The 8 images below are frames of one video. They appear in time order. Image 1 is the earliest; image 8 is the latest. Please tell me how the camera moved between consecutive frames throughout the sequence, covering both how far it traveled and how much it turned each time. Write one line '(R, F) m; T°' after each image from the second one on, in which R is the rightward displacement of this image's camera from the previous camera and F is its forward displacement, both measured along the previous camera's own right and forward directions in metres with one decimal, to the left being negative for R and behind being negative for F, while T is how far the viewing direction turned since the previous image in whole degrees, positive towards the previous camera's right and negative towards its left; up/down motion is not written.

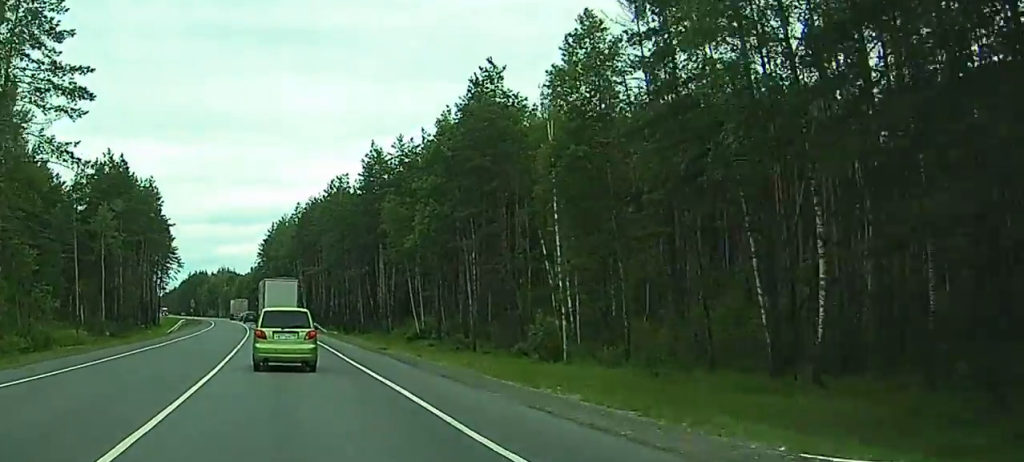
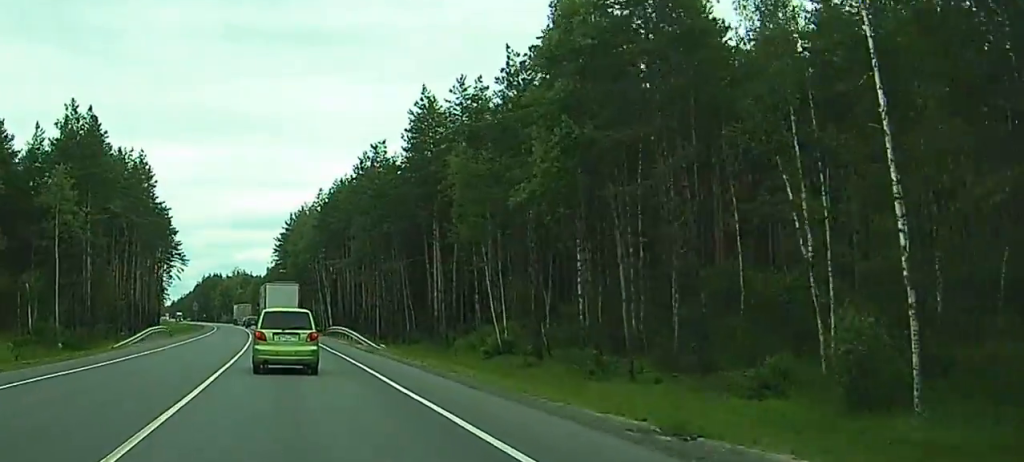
(+1.0, +27.5) m; +2°
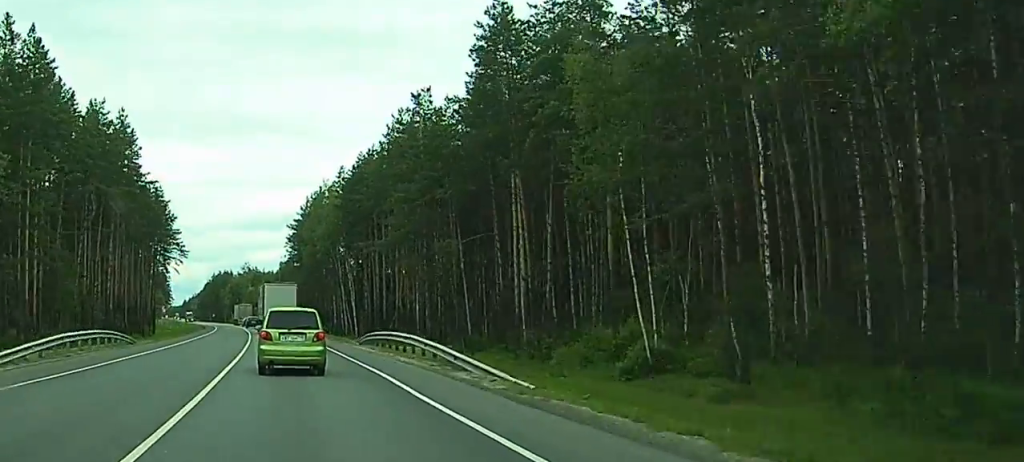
(-0.4, +25.9) m; -2°
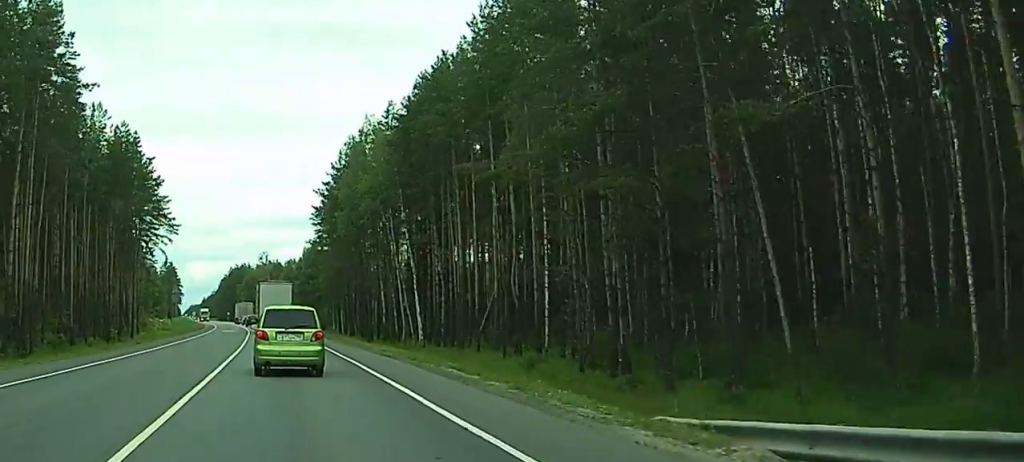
(-0.6, +38.6) m; -1°
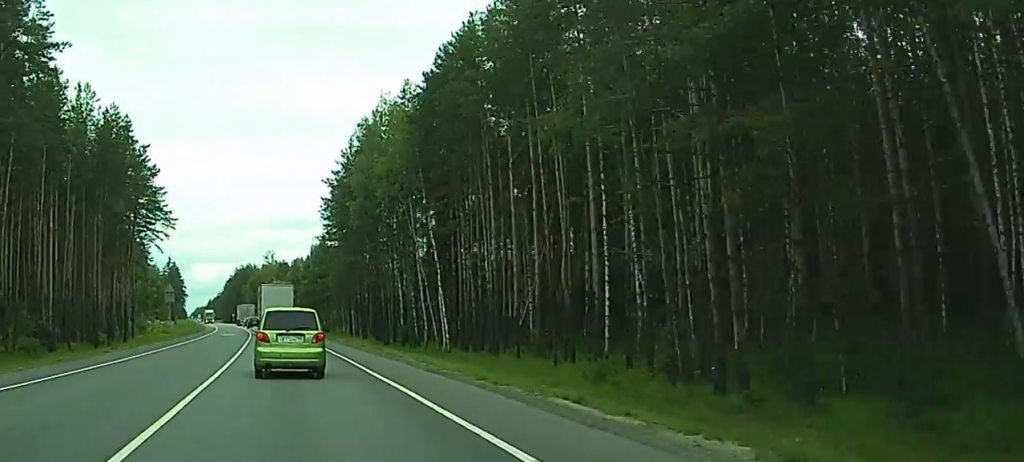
(0.0, +8.2) m; 0°
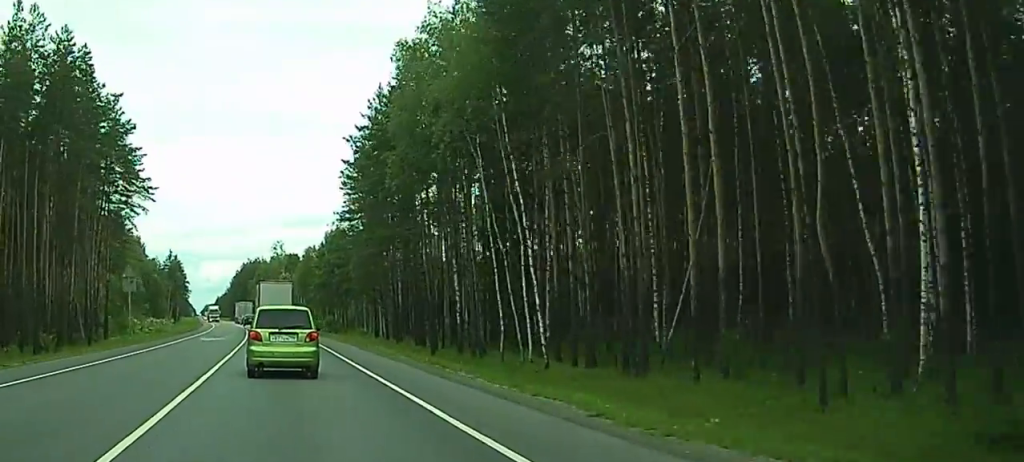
(-0.1, +20.8) m; 0°
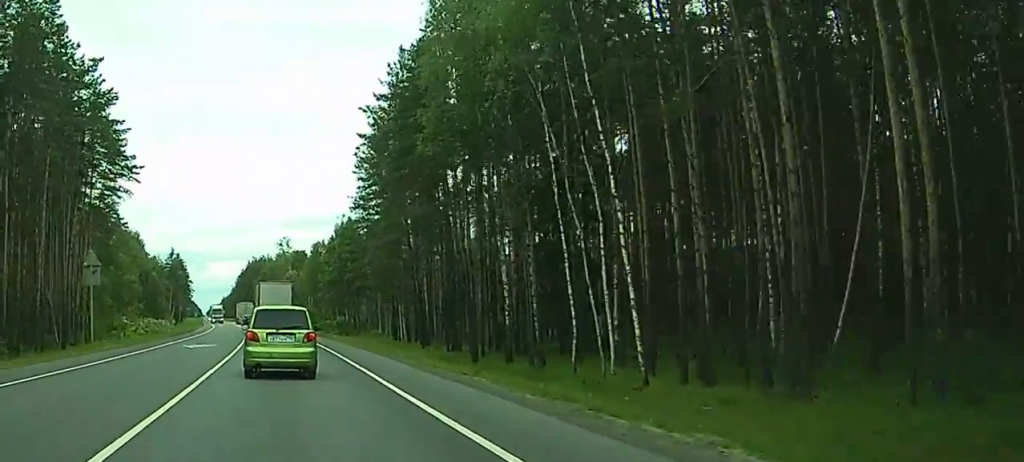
(0.0, +12.5) m; 0°
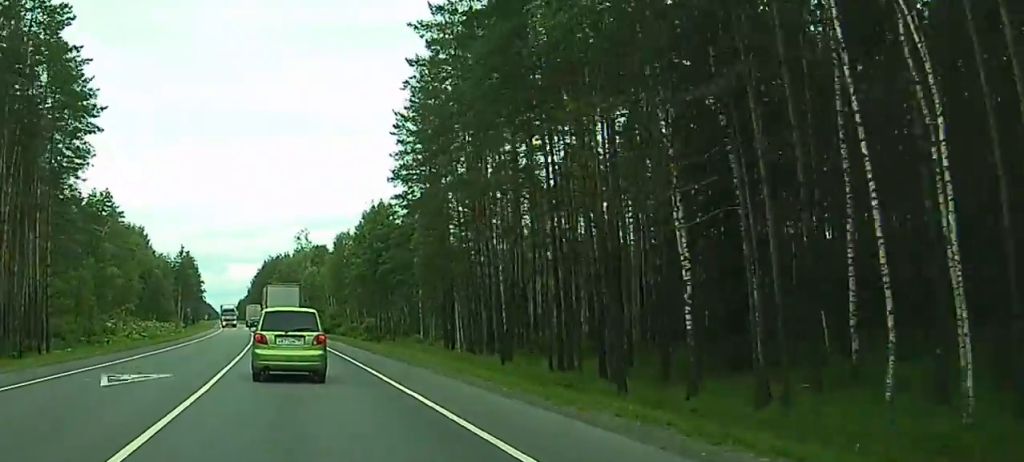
(0.0, +22.4) m; 0°
